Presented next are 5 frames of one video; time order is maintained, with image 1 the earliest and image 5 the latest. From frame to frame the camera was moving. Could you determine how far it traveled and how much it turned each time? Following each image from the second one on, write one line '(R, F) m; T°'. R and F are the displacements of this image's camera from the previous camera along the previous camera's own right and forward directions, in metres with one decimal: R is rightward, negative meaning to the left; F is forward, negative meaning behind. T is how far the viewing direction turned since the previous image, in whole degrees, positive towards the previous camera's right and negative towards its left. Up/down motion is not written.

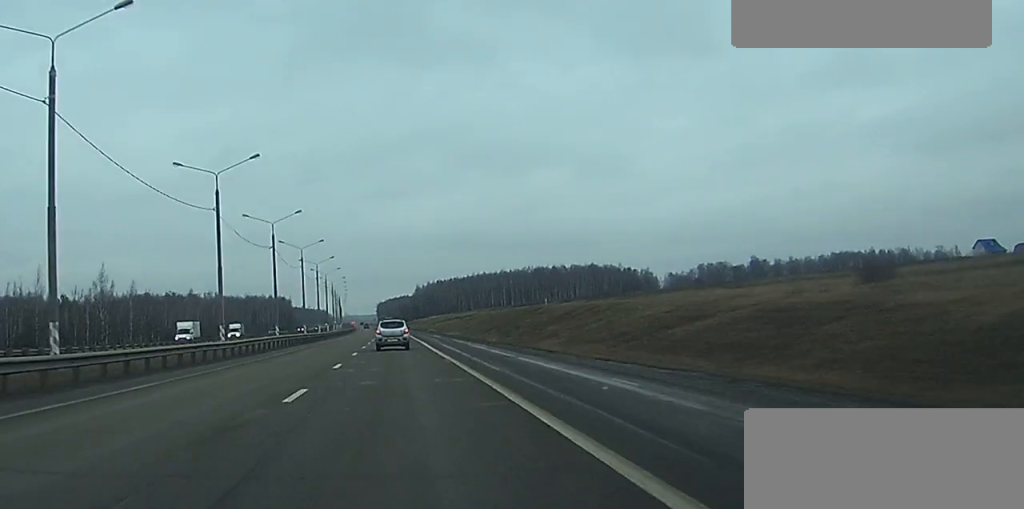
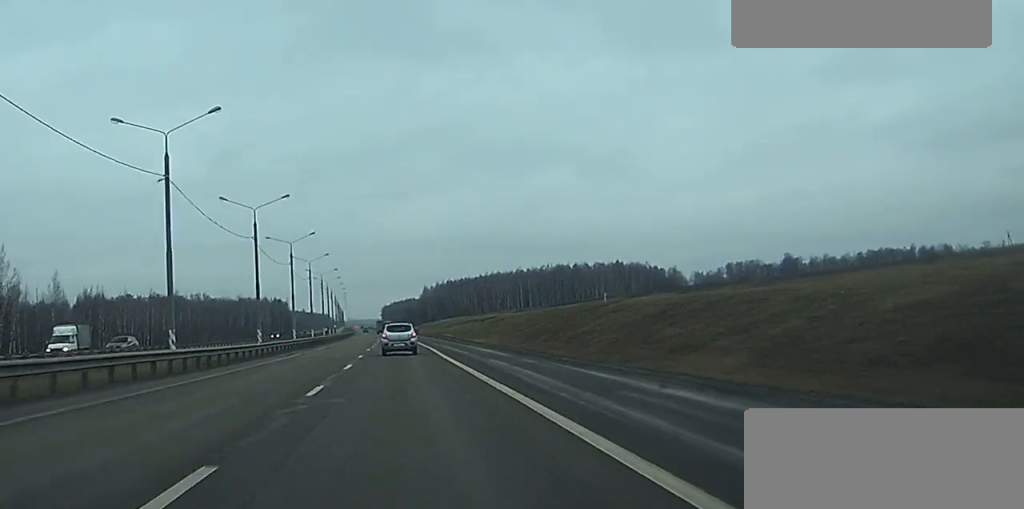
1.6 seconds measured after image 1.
(-0.1, +46.3) m; -1°
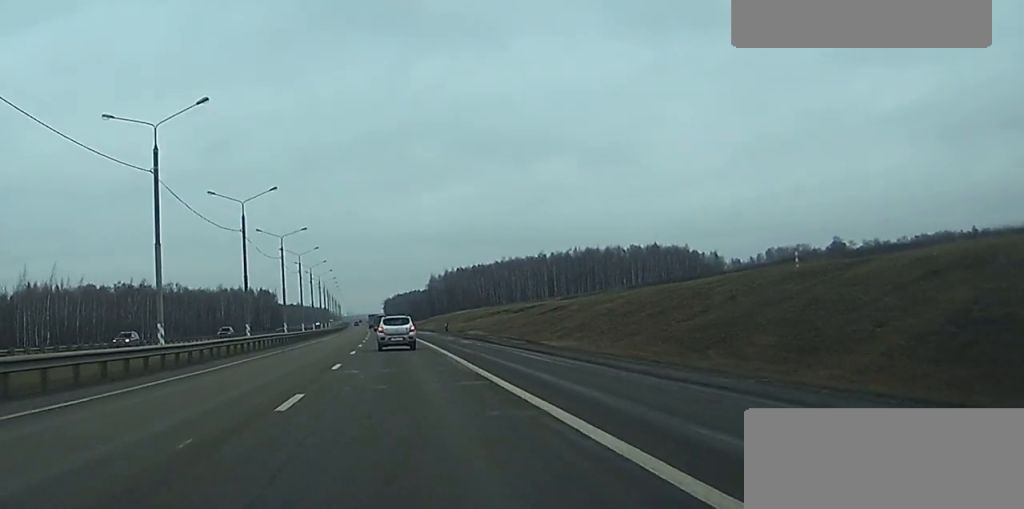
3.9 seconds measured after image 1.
(-0.5, +64.9) m; -1°
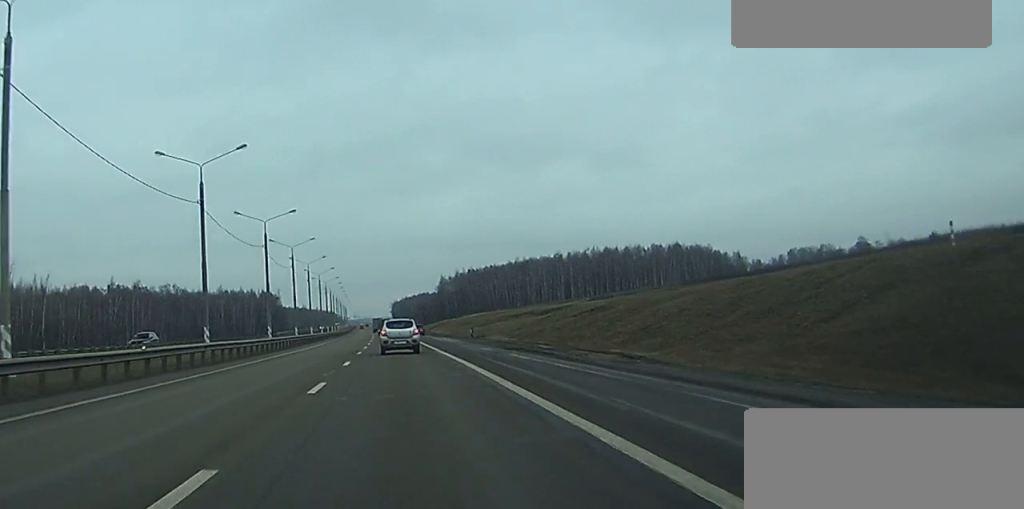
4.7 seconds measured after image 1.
(0.0, +20.4) m; 0°
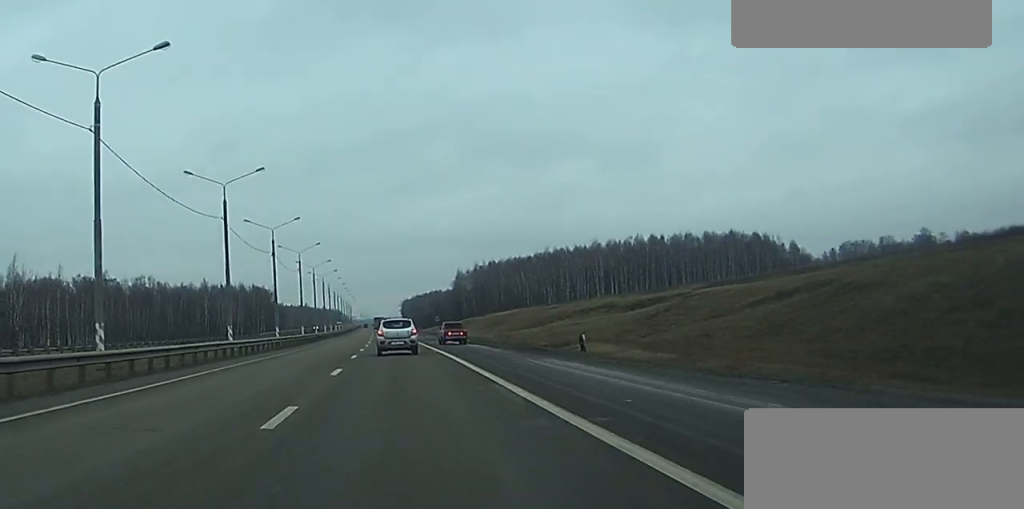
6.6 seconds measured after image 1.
(0.0, +54.3) m; 0°
